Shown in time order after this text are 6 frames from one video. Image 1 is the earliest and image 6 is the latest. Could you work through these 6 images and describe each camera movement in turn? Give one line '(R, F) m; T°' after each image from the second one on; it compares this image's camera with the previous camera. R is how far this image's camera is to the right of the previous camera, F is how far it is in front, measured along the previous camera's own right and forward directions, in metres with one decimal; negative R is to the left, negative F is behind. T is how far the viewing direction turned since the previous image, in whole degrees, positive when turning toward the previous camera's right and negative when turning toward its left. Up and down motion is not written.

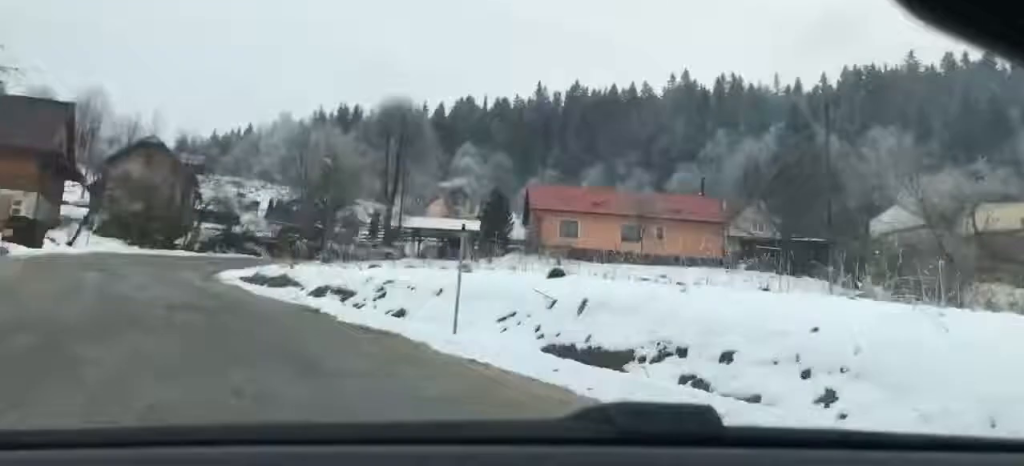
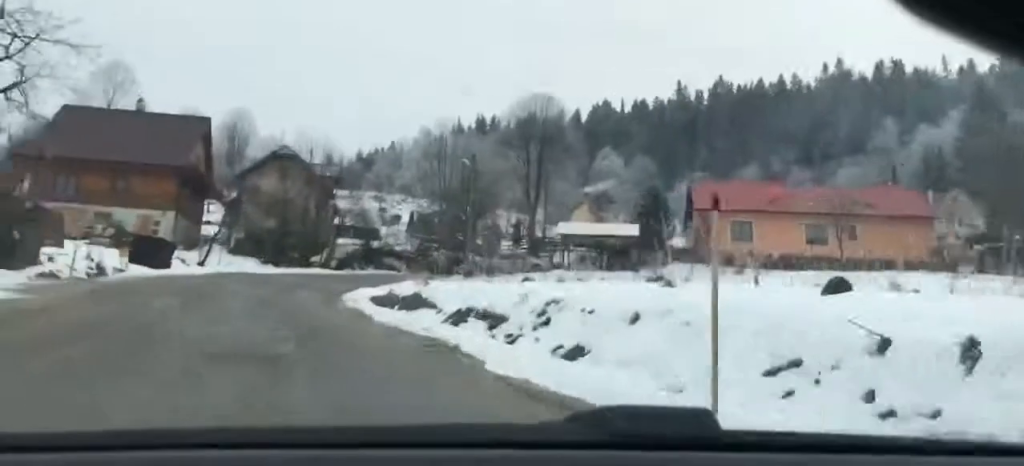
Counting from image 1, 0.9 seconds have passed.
(-0.9, +8.2) m; -11°
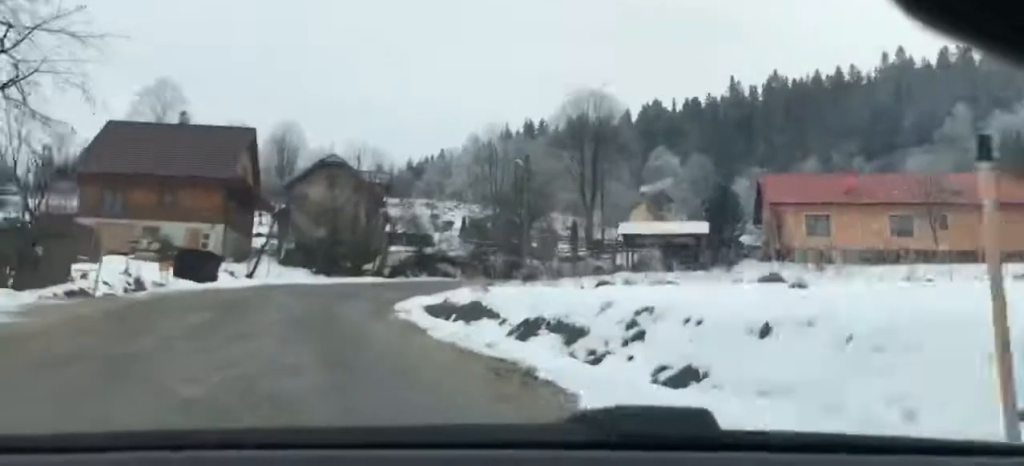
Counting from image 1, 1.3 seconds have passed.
(-0.1, +3.5) m; -5°
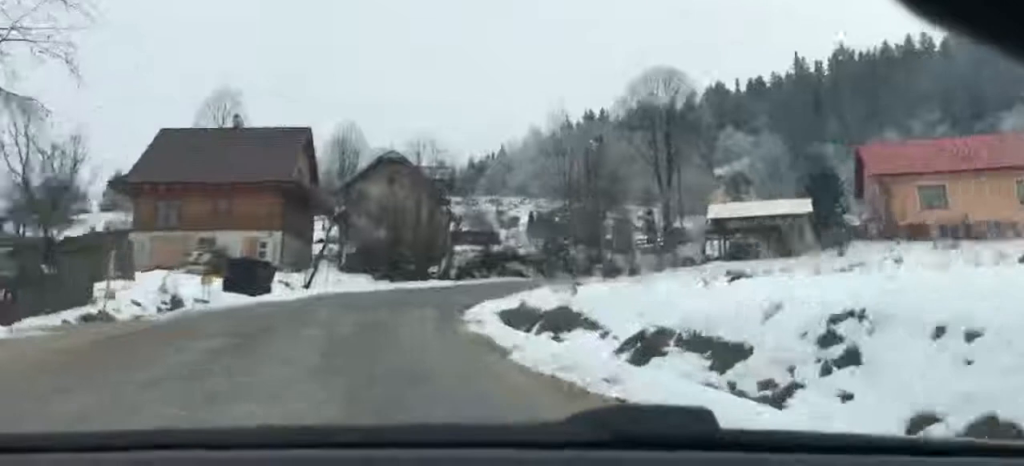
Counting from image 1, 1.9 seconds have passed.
(-0.4, +4.7) m; -9°
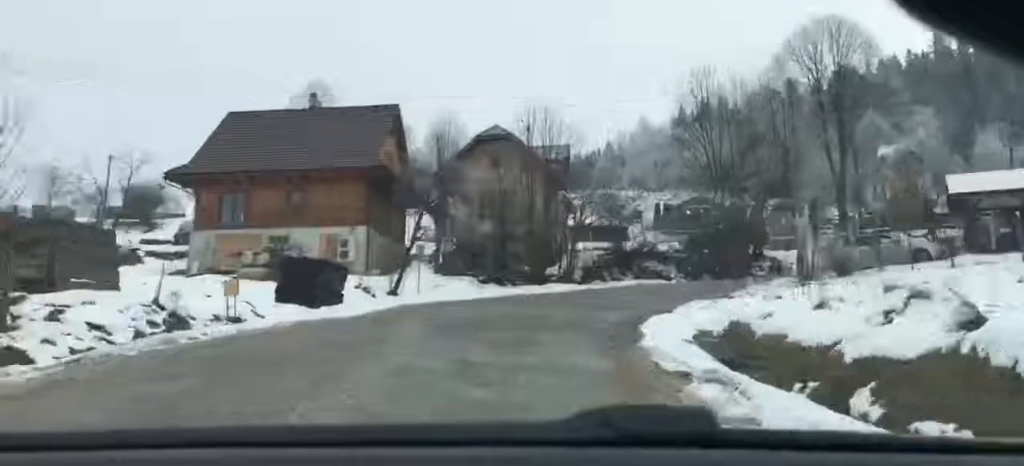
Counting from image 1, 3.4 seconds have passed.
(-1.9, +9.2) m; -22°
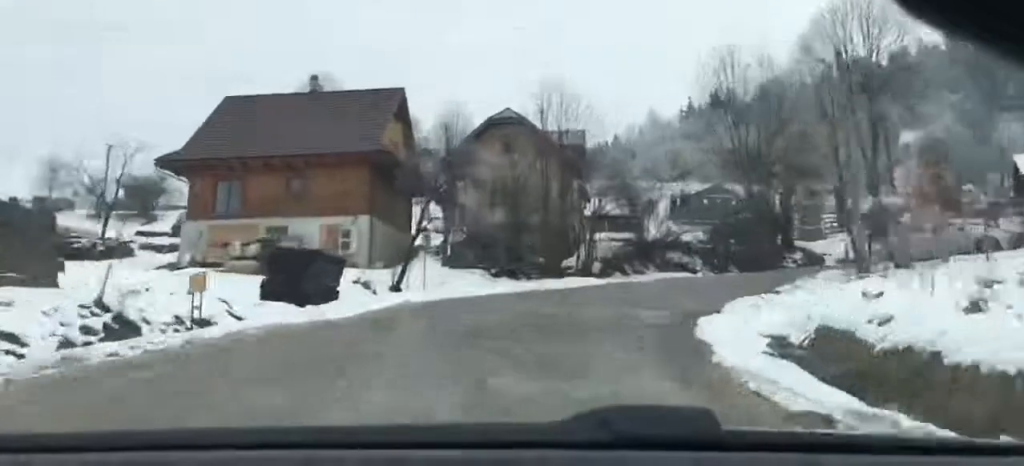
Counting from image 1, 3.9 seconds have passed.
(-0.2, +2.8) m; -4°
